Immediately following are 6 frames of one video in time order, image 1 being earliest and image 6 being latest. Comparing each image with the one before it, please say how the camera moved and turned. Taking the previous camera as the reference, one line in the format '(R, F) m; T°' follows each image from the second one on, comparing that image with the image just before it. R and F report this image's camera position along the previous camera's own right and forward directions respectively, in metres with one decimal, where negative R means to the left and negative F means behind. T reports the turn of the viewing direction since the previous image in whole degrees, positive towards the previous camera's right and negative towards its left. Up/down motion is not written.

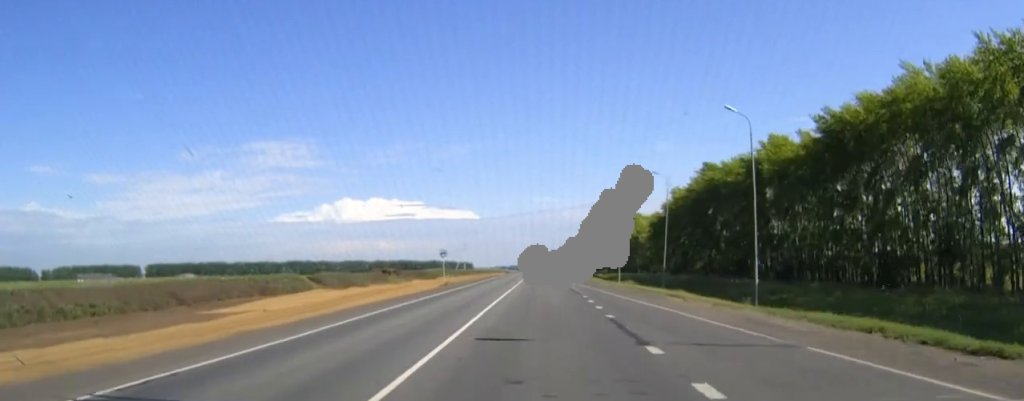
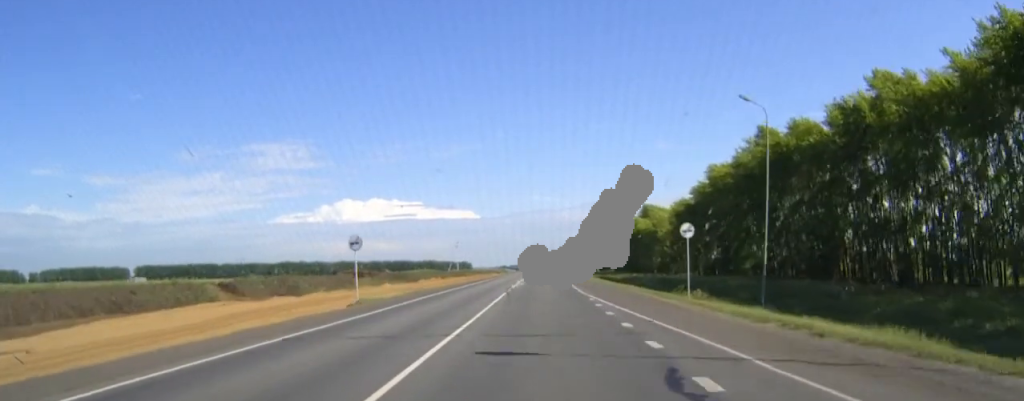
(0.0, +31.8) m; 0°
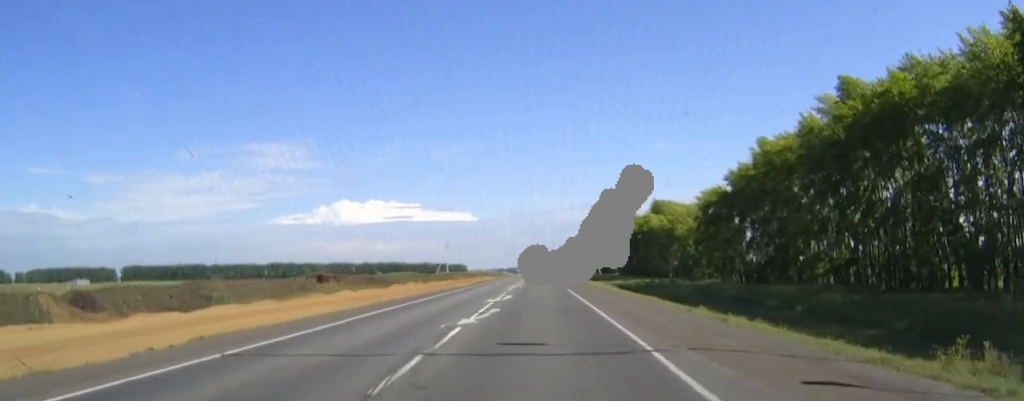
(0.0, +28.1) m; 0°
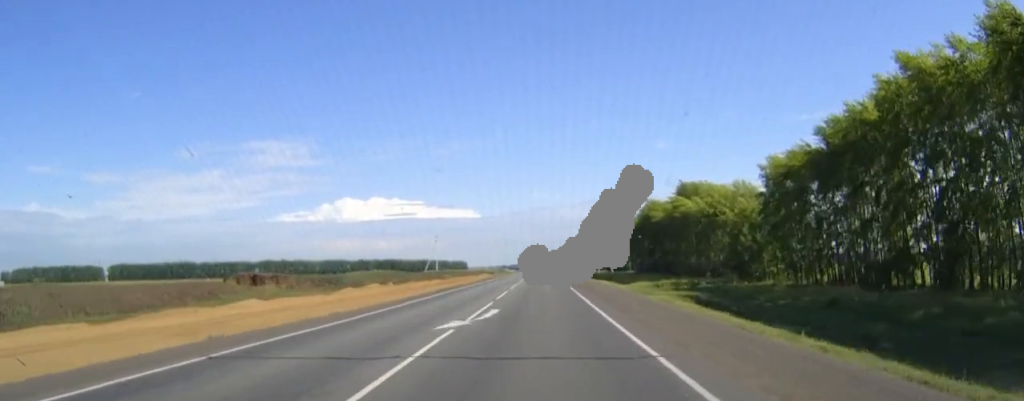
(-0.1, +36.9) m; 0°
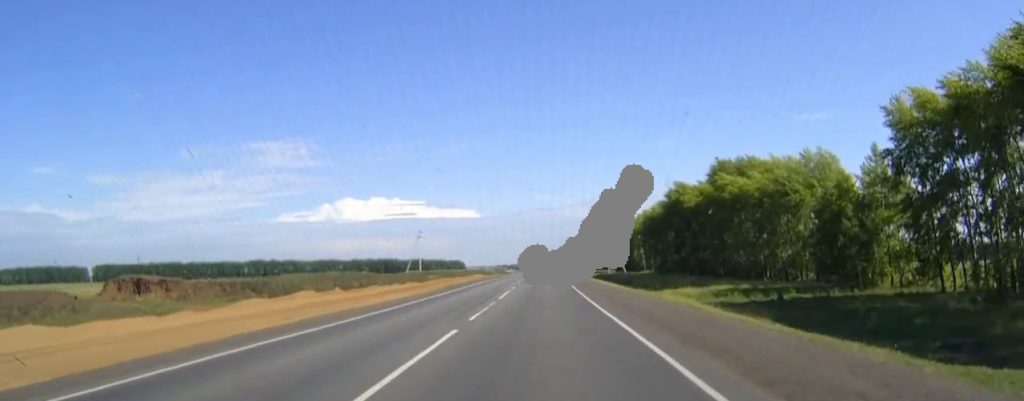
(0.0, +36.2) m; 0°
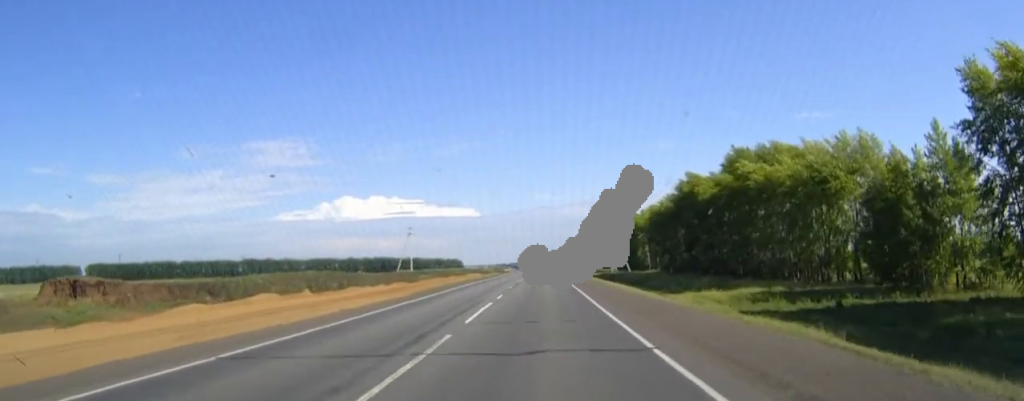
(0.0, +13.0) m; 0°
